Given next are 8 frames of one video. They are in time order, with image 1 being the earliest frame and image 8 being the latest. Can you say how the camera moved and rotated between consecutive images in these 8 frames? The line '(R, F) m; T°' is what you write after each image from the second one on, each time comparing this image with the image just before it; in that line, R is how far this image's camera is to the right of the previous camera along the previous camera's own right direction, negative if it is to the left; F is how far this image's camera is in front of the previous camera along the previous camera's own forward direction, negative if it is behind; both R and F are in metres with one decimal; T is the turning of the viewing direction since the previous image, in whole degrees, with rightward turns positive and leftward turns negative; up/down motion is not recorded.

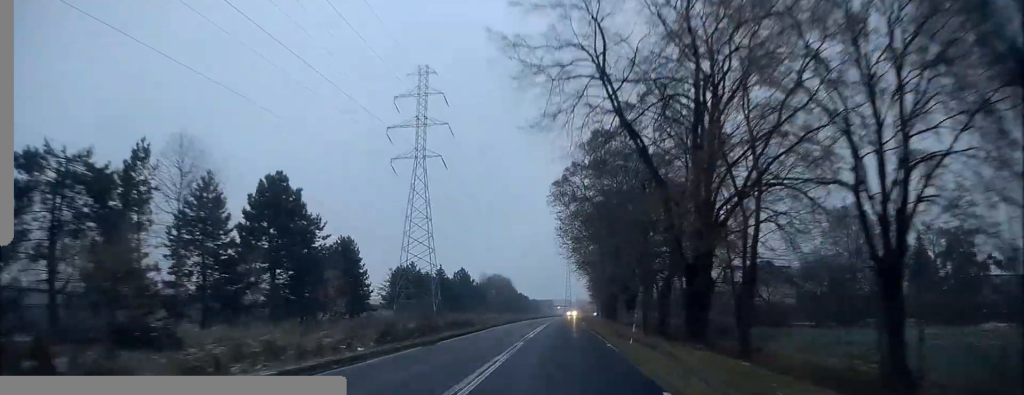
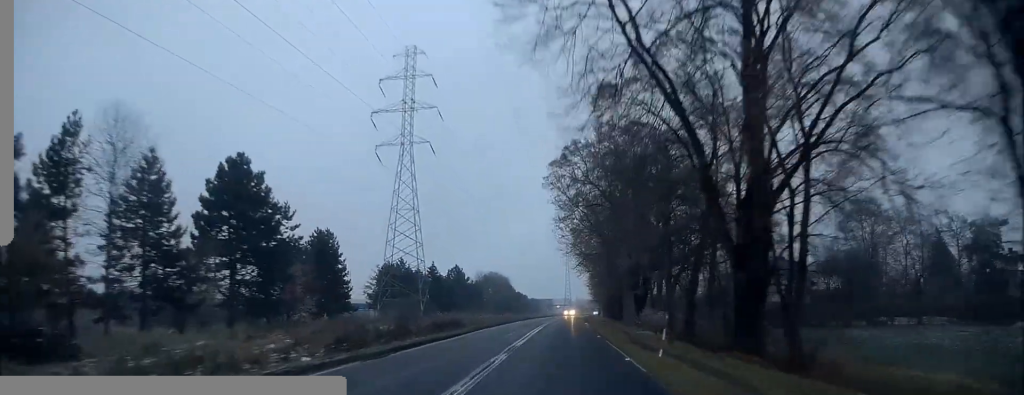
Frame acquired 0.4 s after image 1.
(-0.1, +6.4) m; -1°
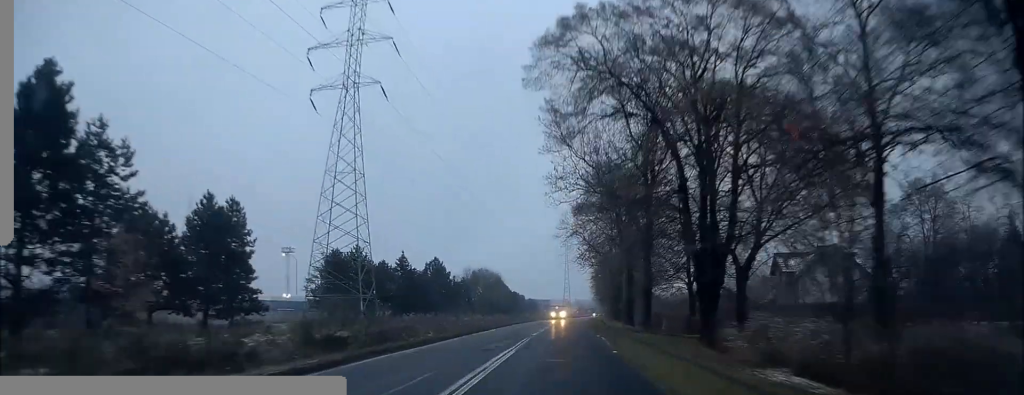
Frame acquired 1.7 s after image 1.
(-0.4, +20.1) m; -1°
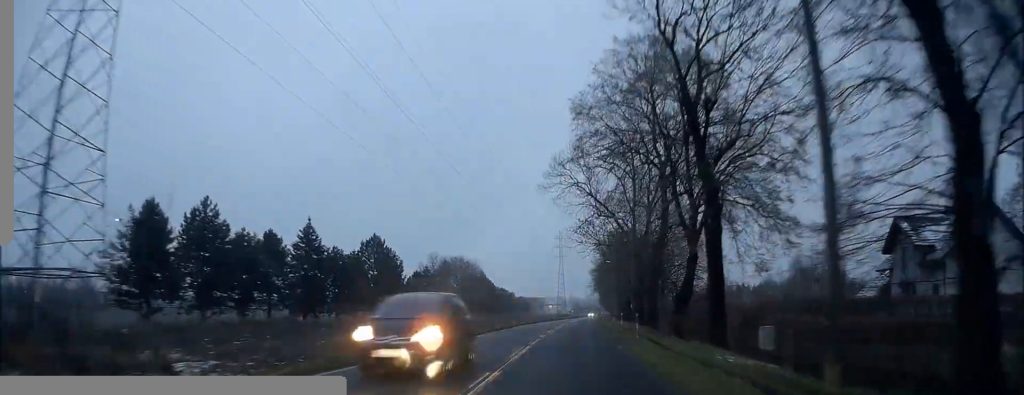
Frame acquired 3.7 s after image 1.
(+0.7, +32.7) m; +2°
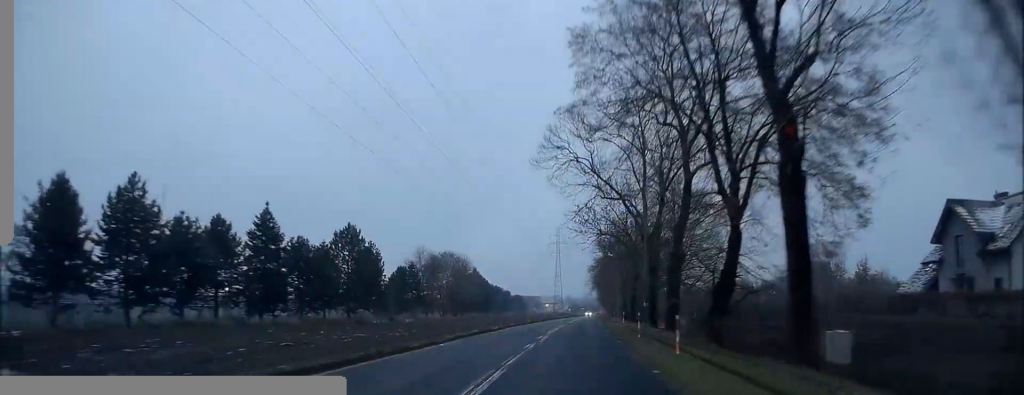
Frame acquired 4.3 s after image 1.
(0.0, +8.4) m; 0°
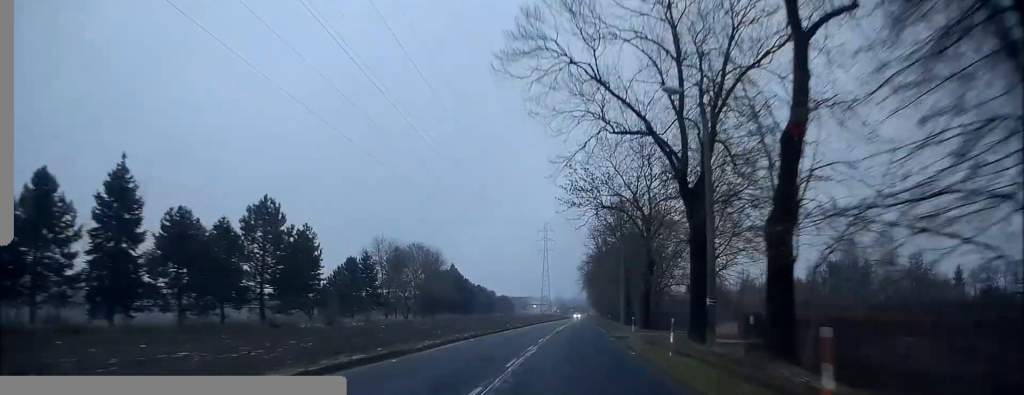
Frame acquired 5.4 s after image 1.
(-0.2, +17.9) m; +1°
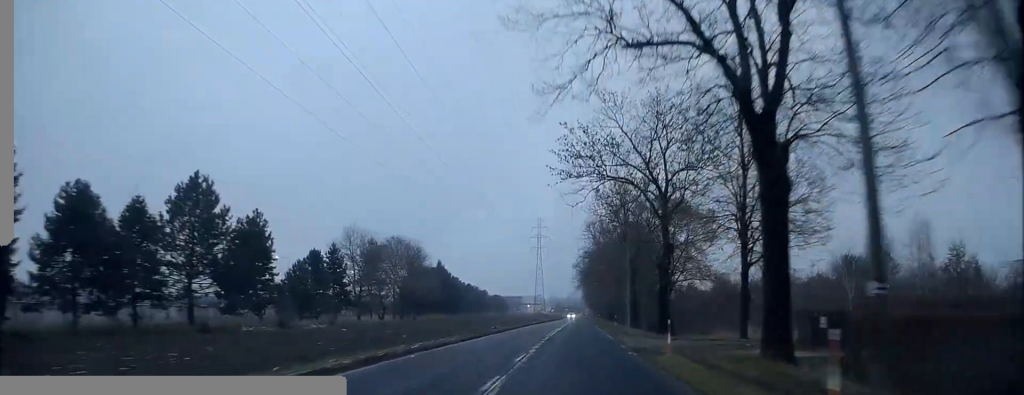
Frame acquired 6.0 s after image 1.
(+0.1, +10.0) m; +1°
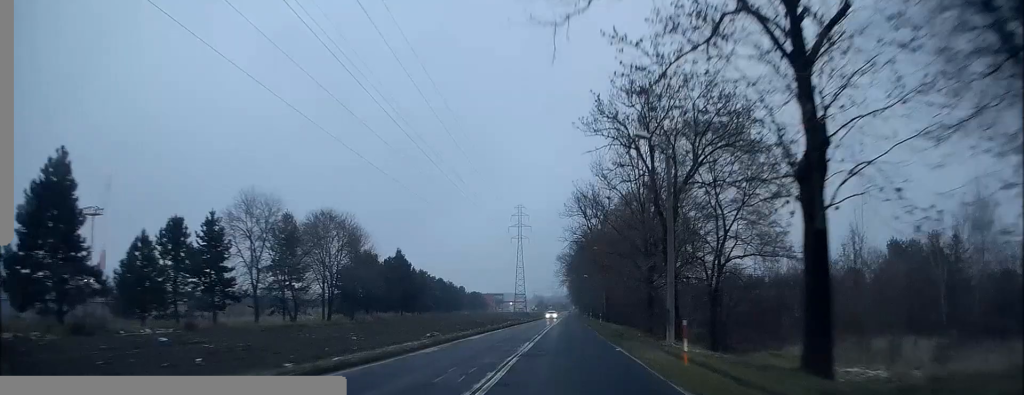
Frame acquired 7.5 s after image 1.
(+0.5, +23.9) m; +2°
